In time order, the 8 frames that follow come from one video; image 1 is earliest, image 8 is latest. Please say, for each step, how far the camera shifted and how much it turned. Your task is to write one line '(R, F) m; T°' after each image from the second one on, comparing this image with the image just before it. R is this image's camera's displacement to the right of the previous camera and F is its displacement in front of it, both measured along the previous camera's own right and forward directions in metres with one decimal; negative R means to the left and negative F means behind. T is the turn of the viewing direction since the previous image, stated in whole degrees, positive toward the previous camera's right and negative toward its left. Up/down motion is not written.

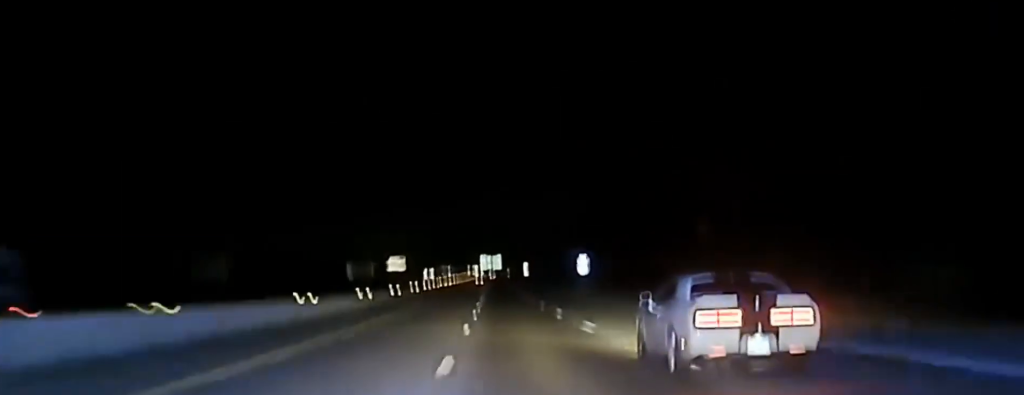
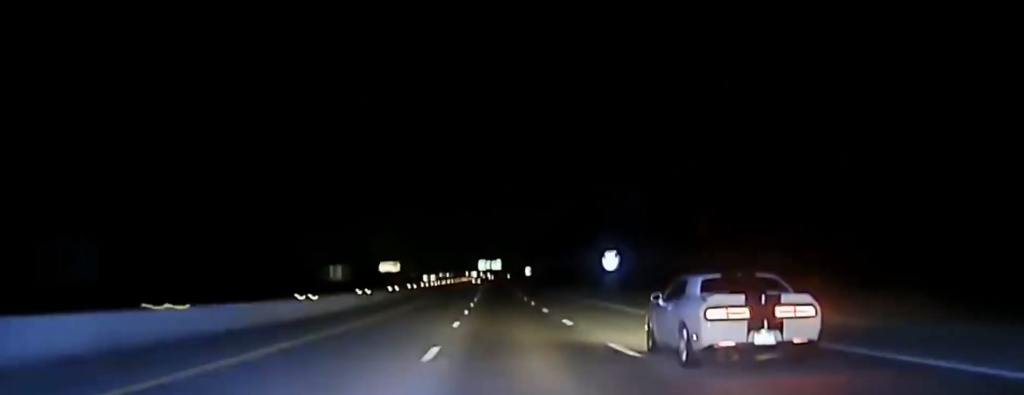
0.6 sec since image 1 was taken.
(+0.2, +33.9) m; 0°
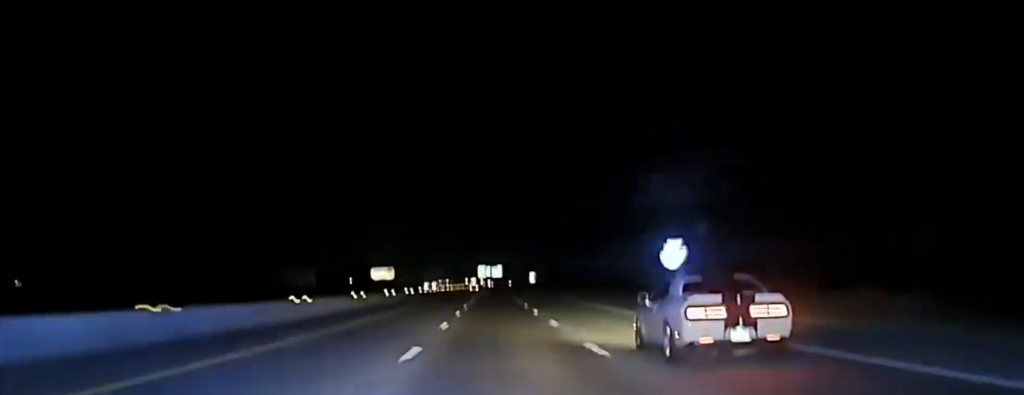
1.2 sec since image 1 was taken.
(-0.1, +35.9) m; 0°
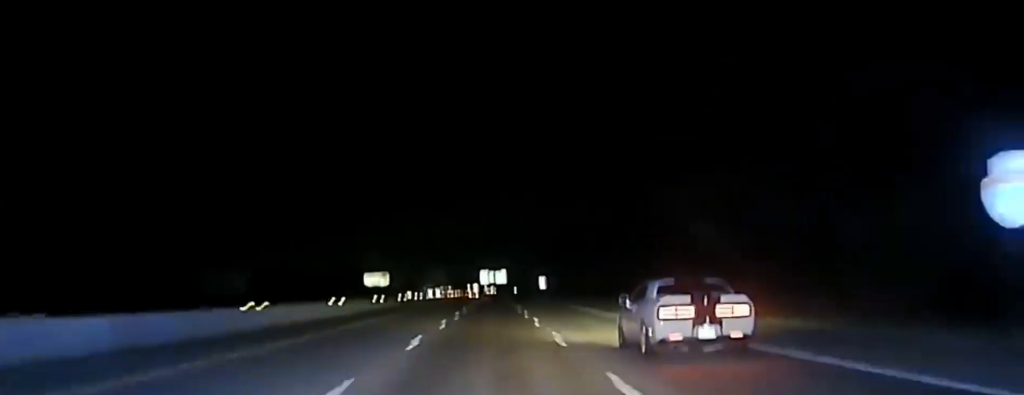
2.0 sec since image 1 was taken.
(-0.2, +43.5) m; 0°
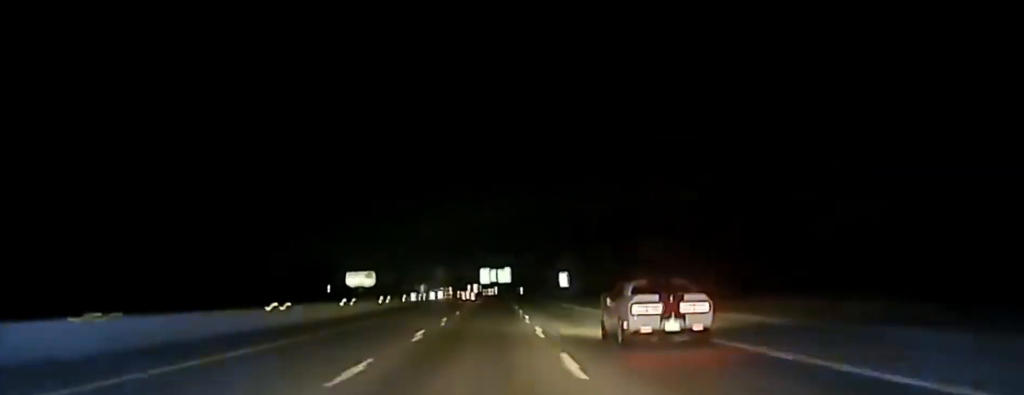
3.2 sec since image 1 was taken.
(+0.1, +70.6) m; 0°
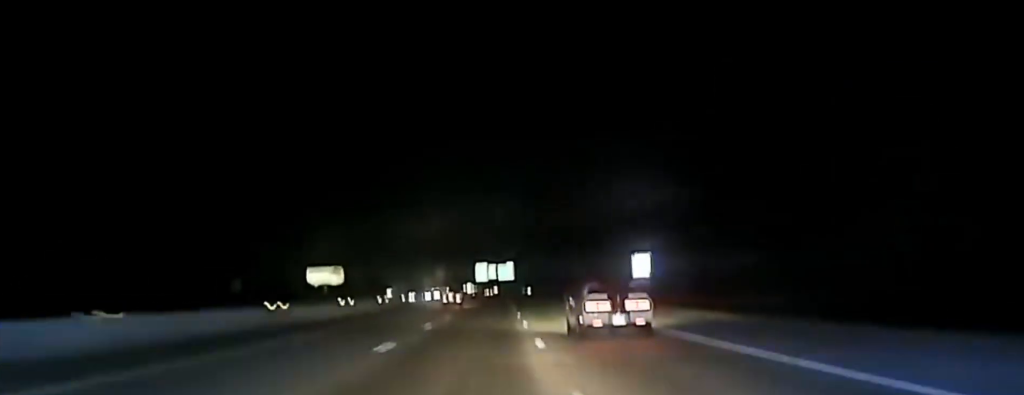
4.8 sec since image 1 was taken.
(-0.2, +88.8) m; -1°
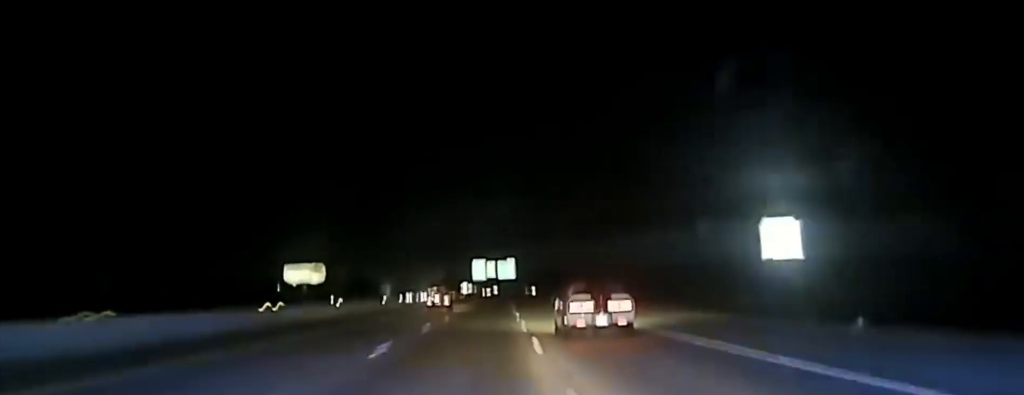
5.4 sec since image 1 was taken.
(0.0, +38.8) m; 0°
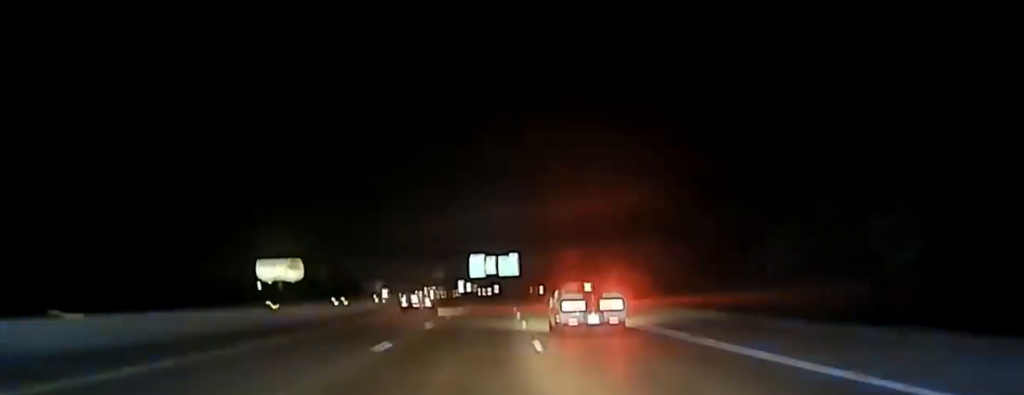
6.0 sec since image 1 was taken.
(0.0, +34.9) m; 0°
